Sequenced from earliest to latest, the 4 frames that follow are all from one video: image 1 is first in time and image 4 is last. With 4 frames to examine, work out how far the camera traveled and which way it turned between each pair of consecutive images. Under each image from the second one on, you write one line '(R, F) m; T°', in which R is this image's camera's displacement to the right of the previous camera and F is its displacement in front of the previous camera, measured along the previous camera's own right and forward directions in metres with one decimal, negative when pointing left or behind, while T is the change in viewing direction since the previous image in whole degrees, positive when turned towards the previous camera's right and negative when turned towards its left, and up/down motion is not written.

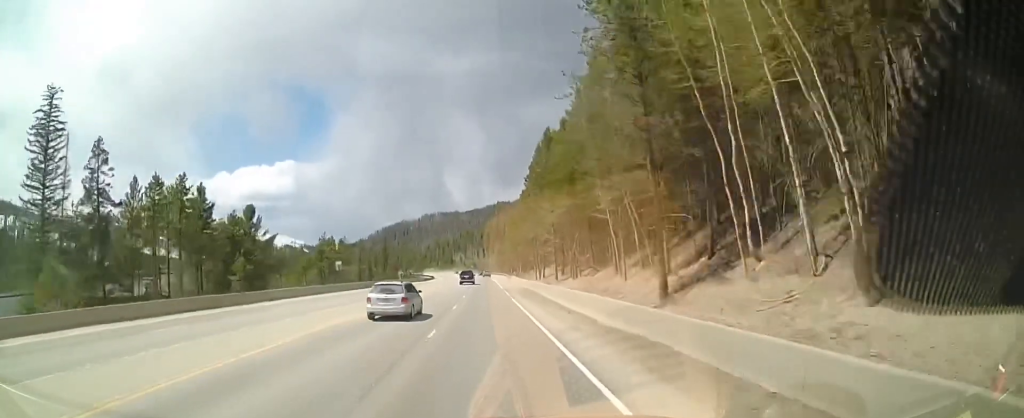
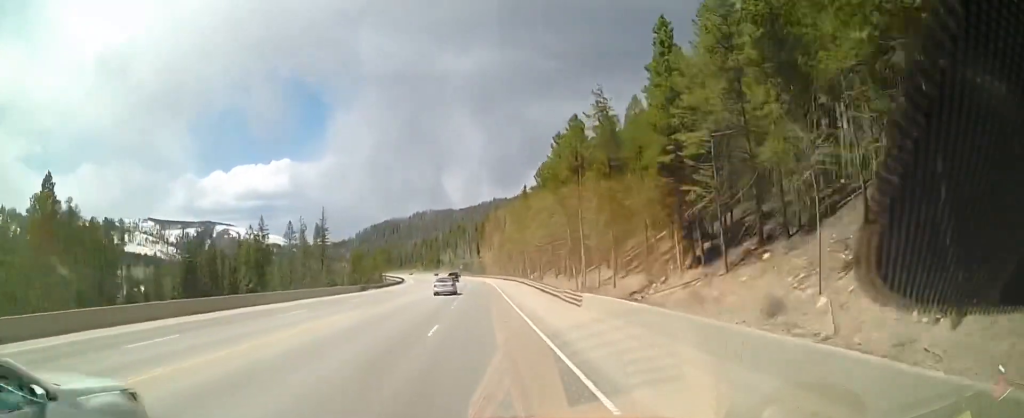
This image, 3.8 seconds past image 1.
(-0.3, +74.0) m; -1°
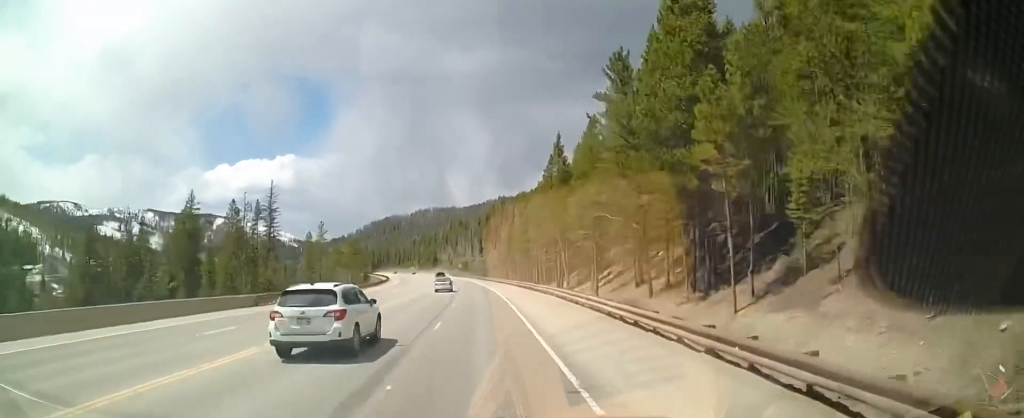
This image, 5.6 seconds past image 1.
(-1.2, +35.1) m; -3°
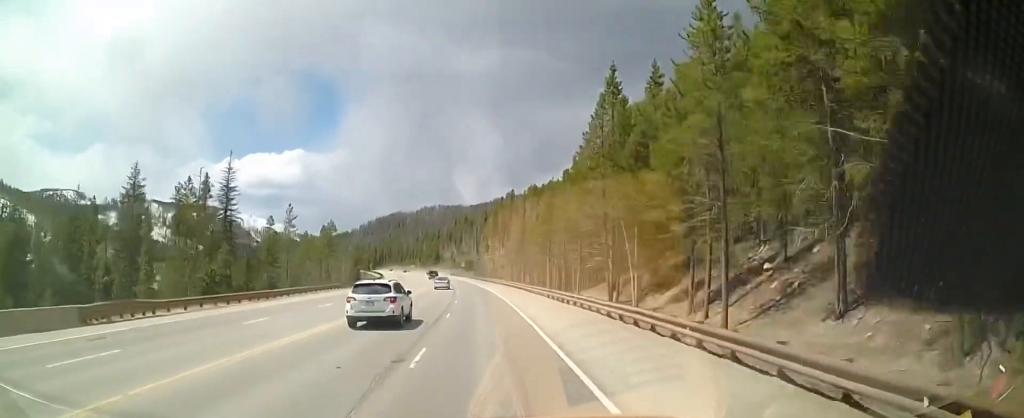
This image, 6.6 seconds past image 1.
(+0.1, +19.6) m; +1°
